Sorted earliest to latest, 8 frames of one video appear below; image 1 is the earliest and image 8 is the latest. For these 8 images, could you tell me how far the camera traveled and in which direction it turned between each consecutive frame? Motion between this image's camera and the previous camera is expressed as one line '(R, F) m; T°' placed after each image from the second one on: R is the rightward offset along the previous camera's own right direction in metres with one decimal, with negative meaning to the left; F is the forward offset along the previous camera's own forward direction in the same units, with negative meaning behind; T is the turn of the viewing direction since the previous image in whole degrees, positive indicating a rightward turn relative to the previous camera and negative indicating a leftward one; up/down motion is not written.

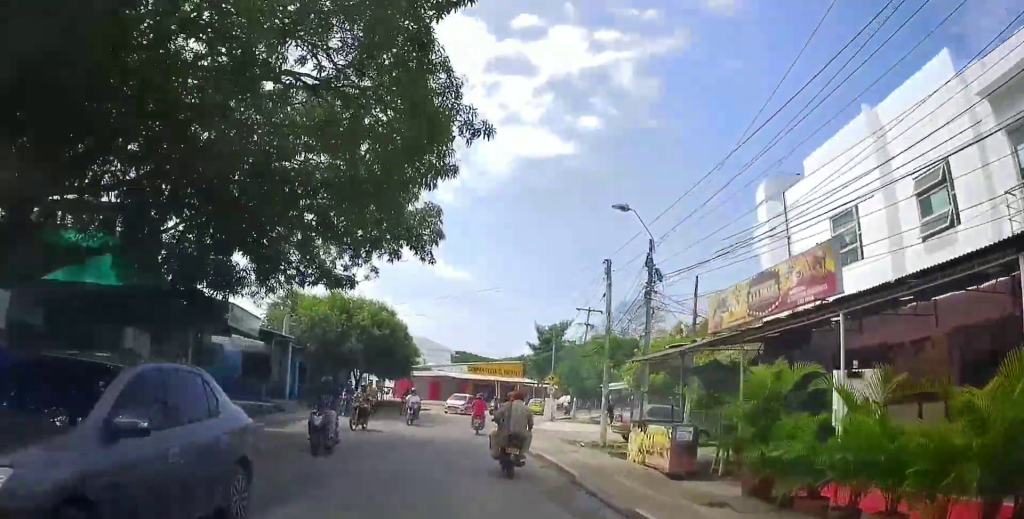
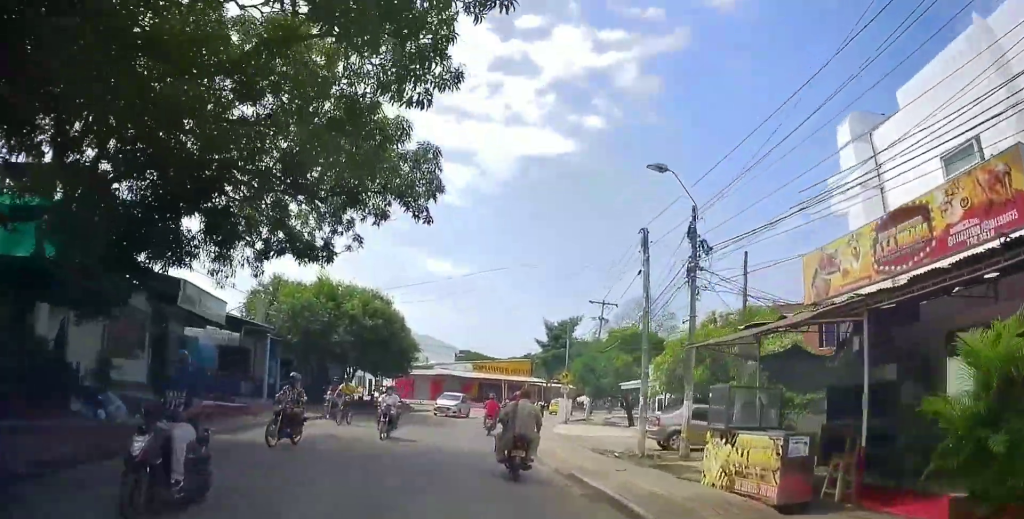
(+0.3, +7.9) m; +2°
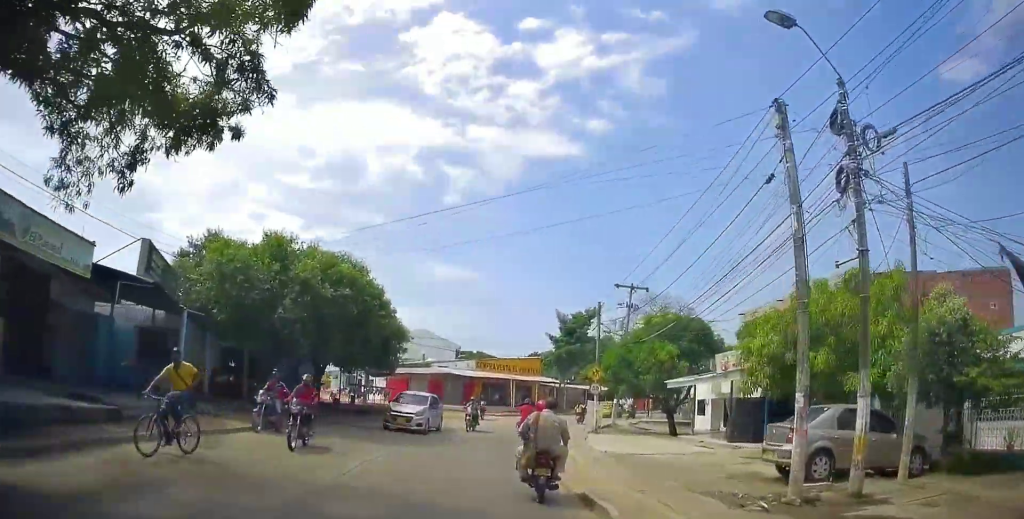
(+0.8, +15.6) m; +5°
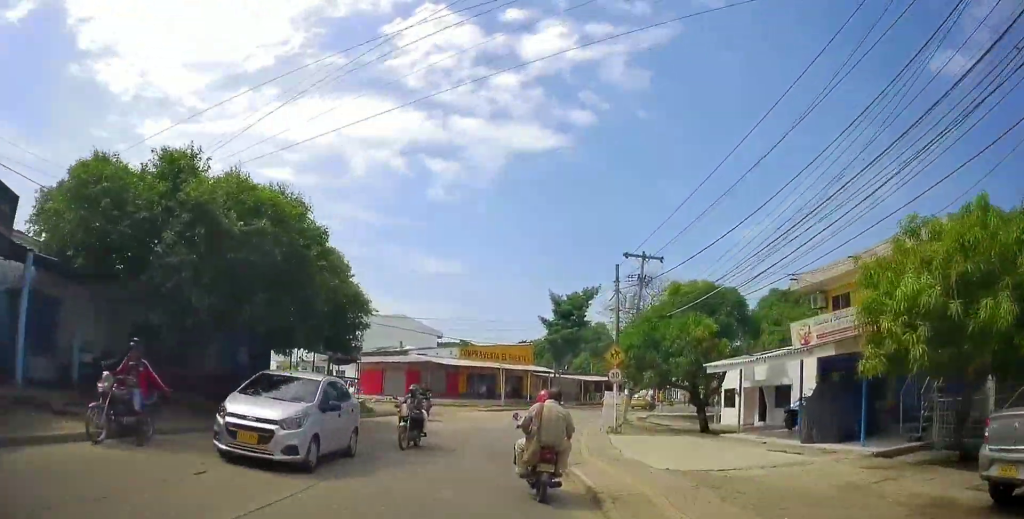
(+0.4, +12.0) m; +5°
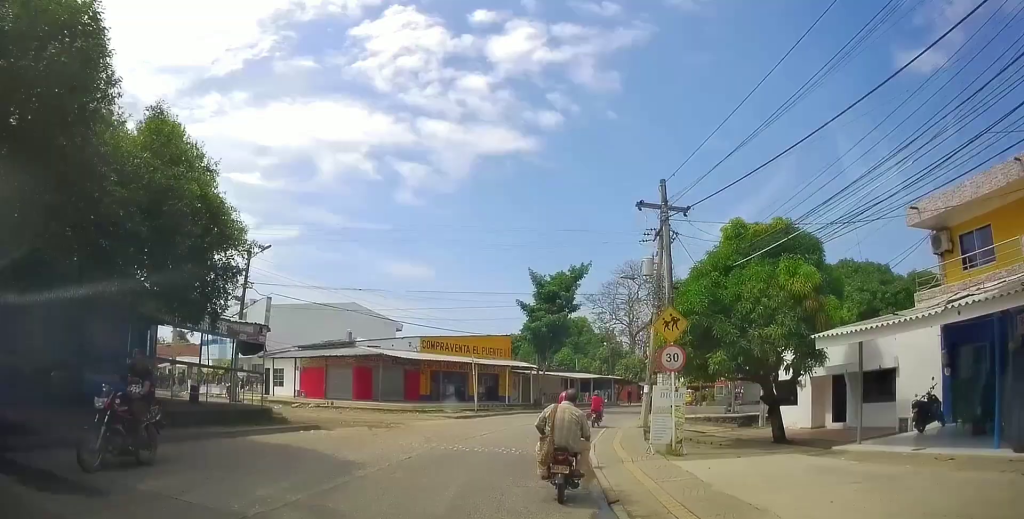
(+1.1, +15.5) m; +7°
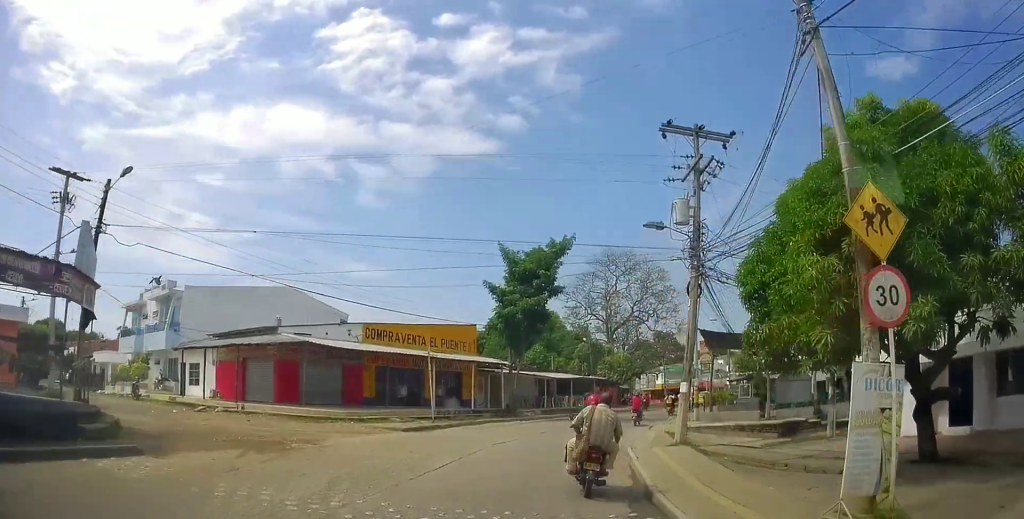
(+0.3, +12.0) m; +3°
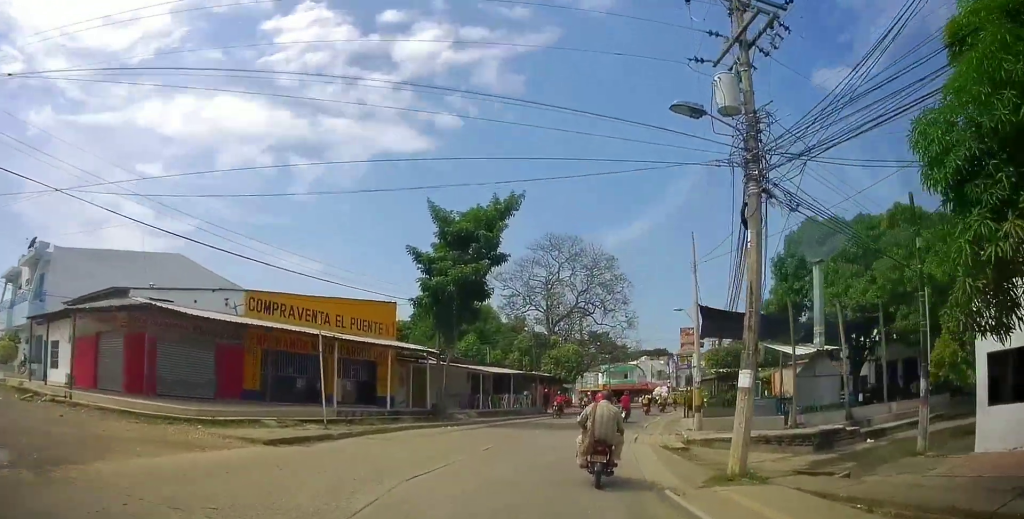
(+0.5, +9.9) m; +7°
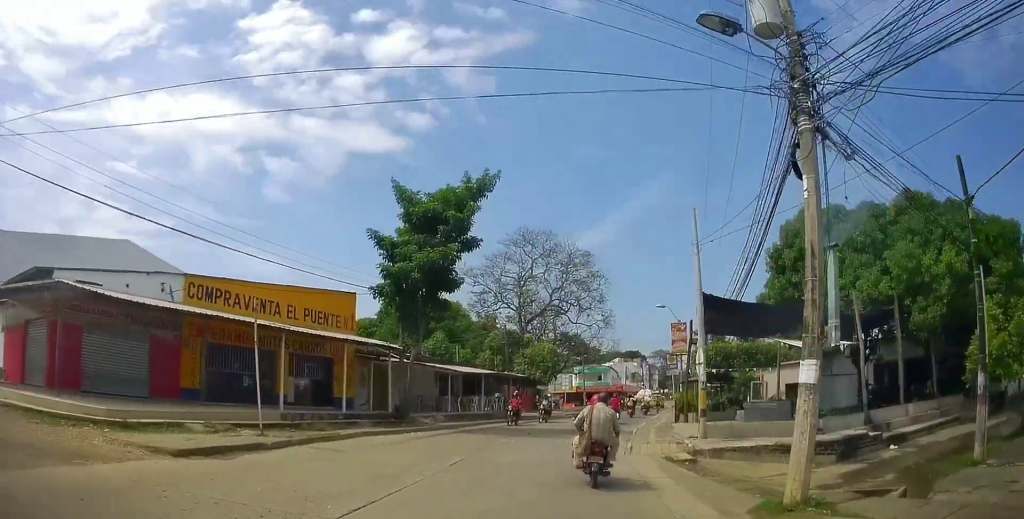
(+0.1, +3.5) m; +4°
